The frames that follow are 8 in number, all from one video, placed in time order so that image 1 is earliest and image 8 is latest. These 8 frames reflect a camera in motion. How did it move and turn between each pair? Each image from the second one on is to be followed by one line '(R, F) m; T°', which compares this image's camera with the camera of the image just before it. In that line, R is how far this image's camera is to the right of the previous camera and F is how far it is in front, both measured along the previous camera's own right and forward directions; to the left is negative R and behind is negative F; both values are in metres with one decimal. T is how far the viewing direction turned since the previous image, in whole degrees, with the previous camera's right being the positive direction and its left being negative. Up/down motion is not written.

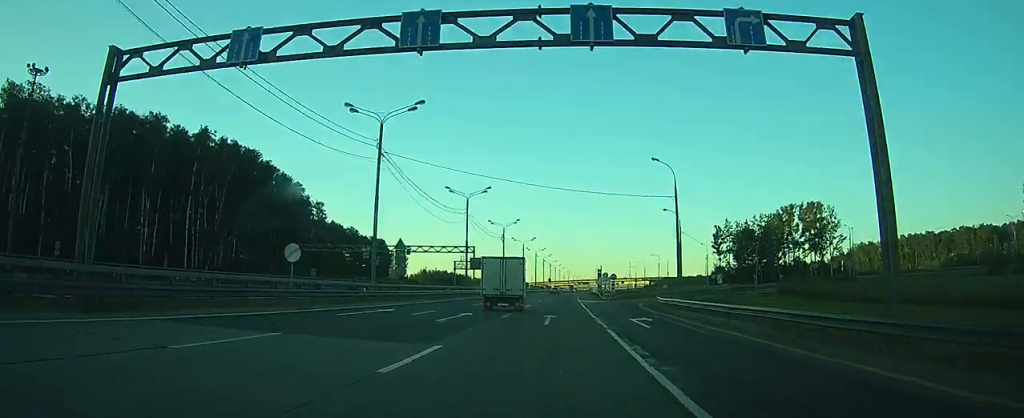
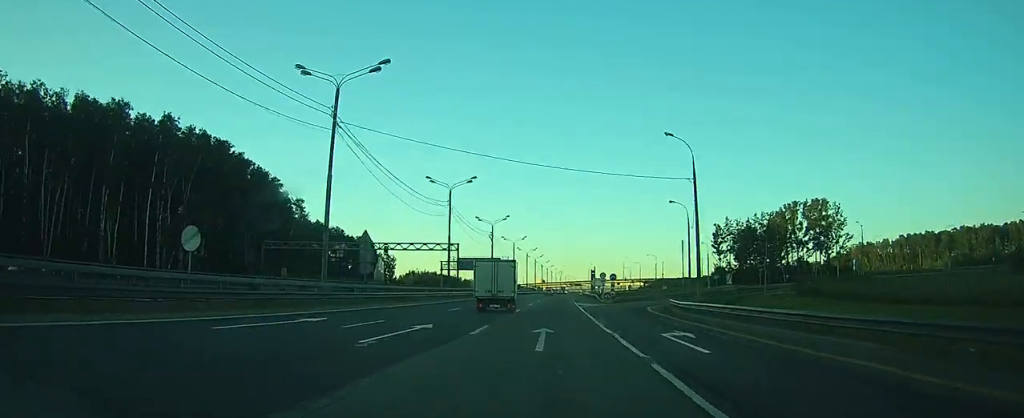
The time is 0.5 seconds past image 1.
(-0.1, +8.4) m; +1°
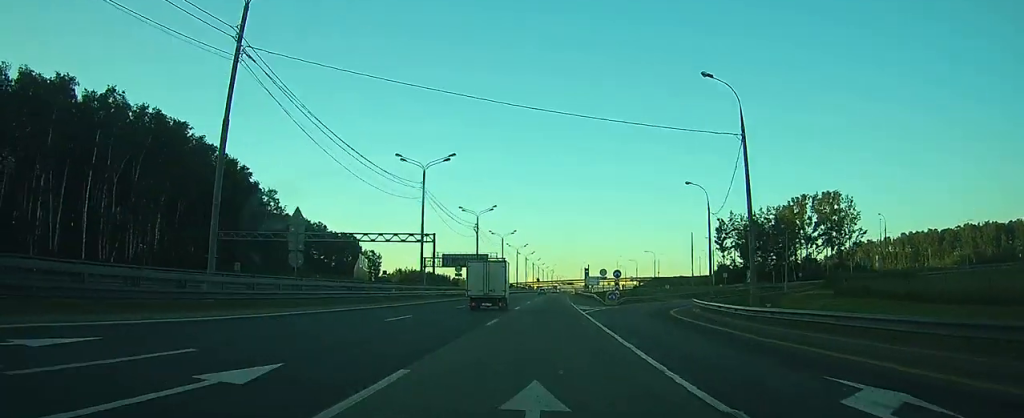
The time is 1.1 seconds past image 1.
(+0.2, +11.8) m; +2°
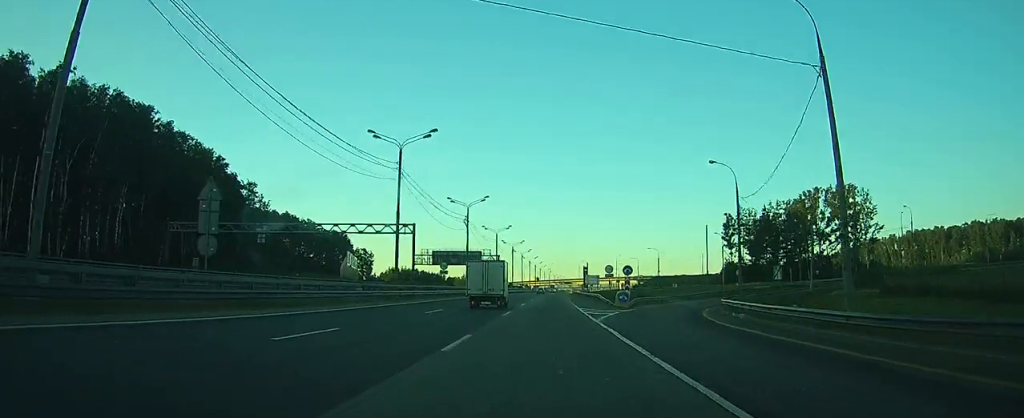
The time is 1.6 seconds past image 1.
(+0.2, +9.5) m; +1°
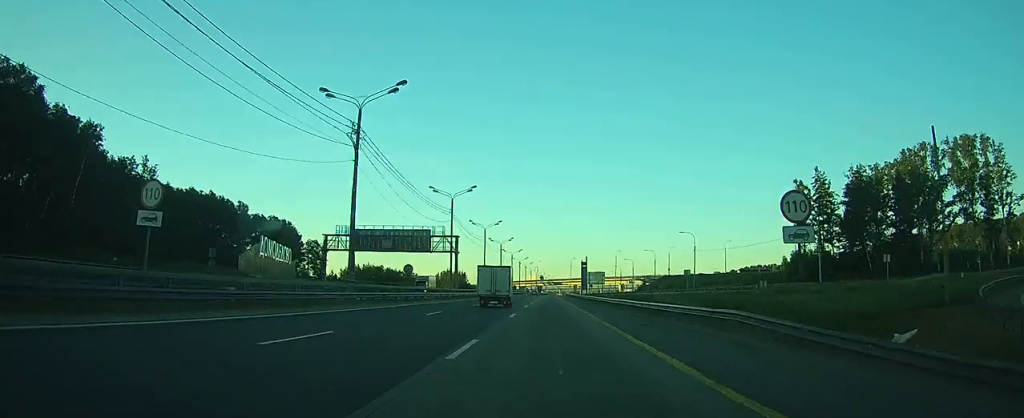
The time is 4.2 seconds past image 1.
(+0.9, +51.3) m; +1°
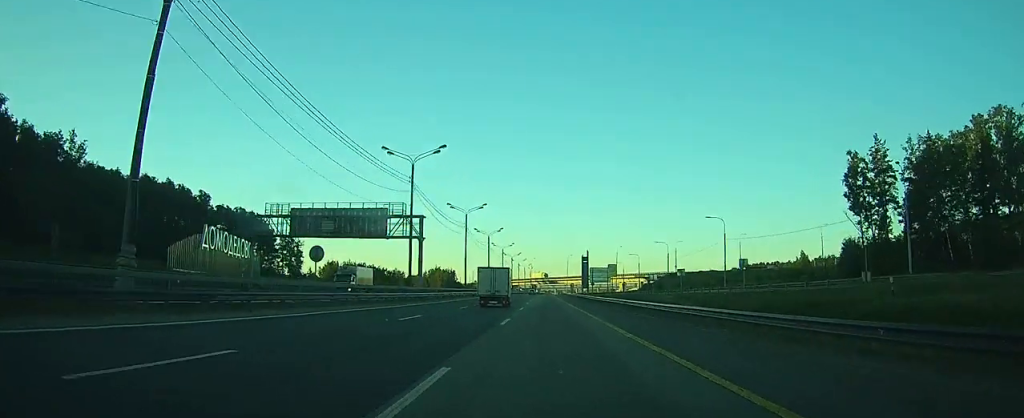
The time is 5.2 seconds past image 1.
(-0.1, +21.9) m; 0°
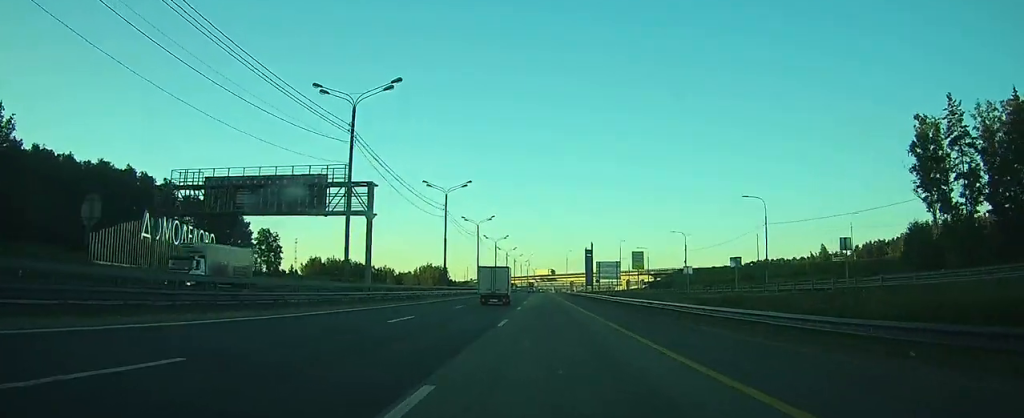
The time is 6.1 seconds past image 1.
(0.0, +18.0) m; 0°
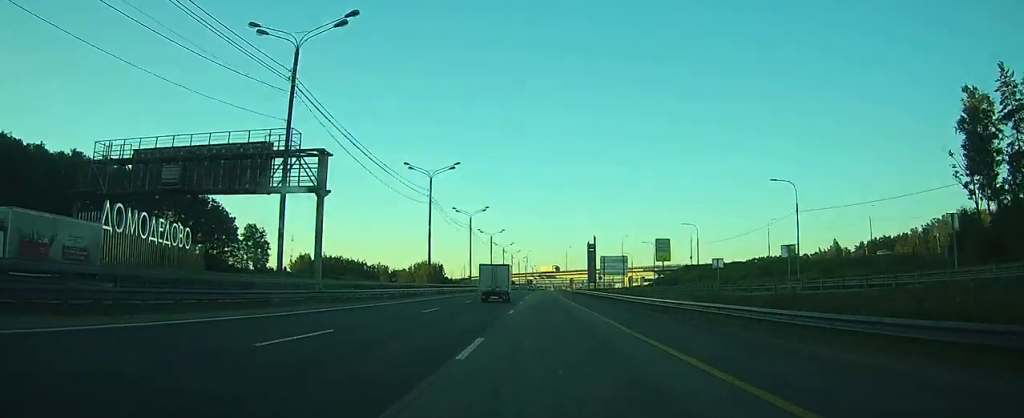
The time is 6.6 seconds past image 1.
(0.0, +9.7) m; 0°
